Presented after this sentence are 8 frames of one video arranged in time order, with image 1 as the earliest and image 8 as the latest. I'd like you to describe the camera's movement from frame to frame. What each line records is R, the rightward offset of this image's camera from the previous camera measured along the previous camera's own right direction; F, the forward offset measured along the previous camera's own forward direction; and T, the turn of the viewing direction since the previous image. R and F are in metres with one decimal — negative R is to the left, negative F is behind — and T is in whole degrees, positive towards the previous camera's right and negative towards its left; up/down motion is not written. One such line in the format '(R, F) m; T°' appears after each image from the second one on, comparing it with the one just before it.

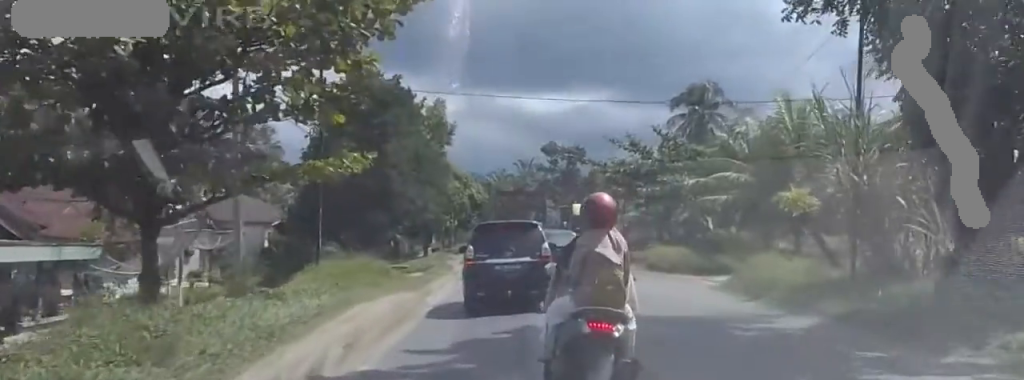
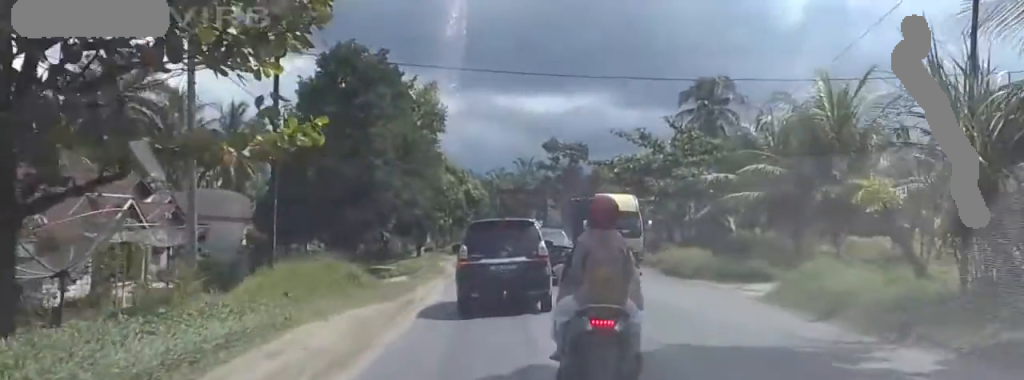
(-0.1, +6.8) m; -1°
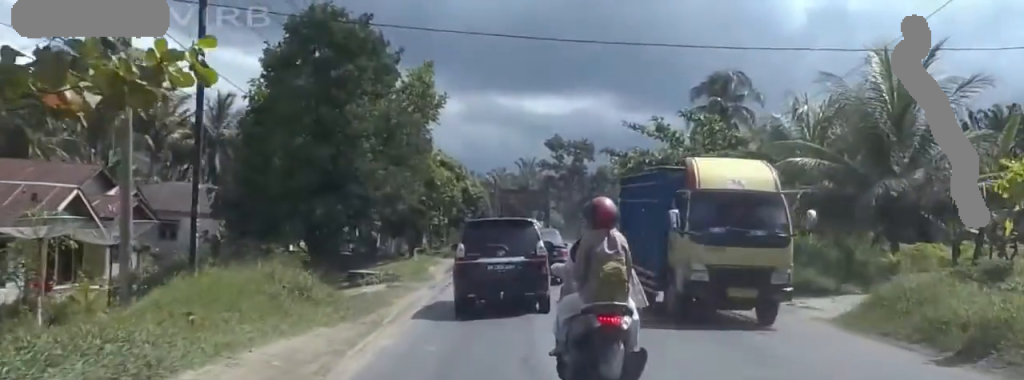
(-0.1, +7.8) m; -2°
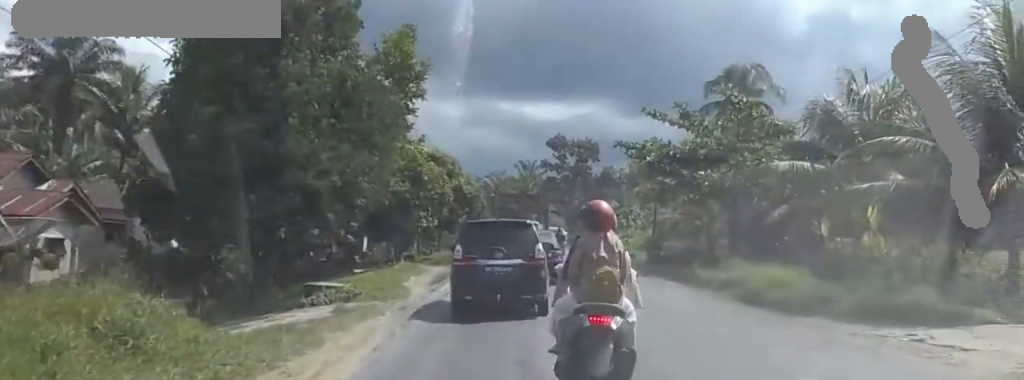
(-0.3, +11.1) m; -4°
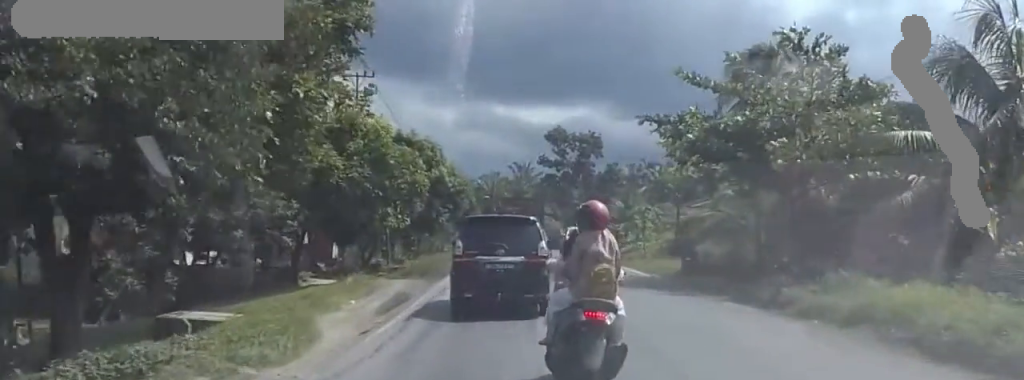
(-0.7, +16.4) m; -7°
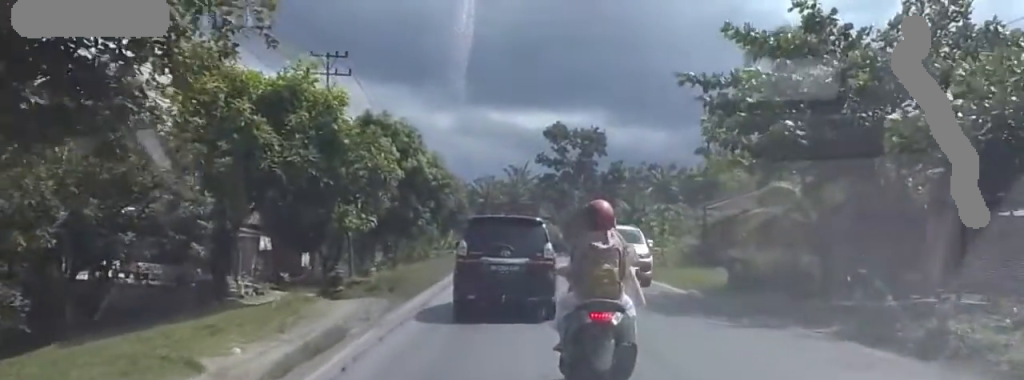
(-0.9, +11.8) m; -6°
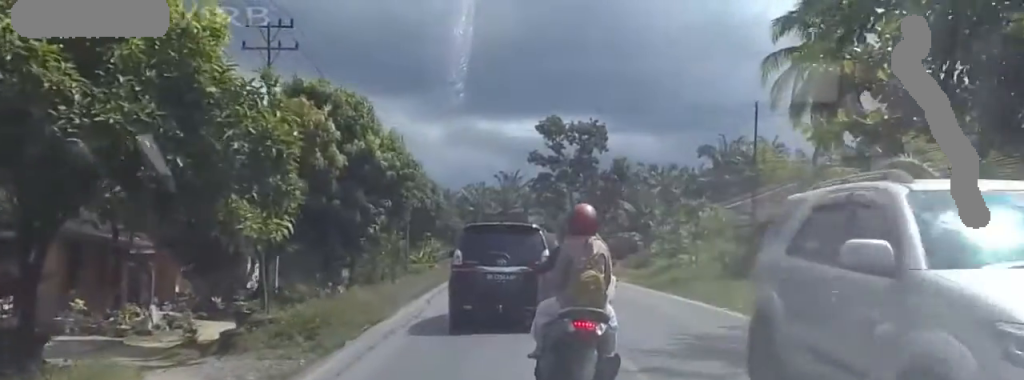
(-0.1, +13.7) m; -2°
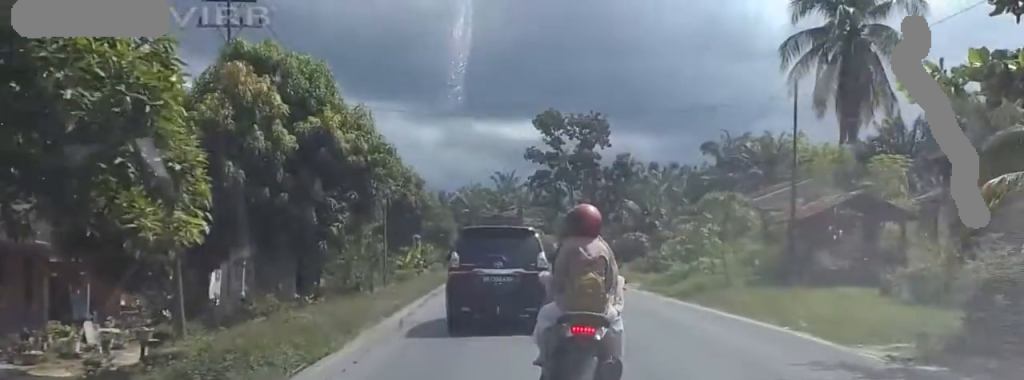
(+0.2, +6.7) m; -4°
